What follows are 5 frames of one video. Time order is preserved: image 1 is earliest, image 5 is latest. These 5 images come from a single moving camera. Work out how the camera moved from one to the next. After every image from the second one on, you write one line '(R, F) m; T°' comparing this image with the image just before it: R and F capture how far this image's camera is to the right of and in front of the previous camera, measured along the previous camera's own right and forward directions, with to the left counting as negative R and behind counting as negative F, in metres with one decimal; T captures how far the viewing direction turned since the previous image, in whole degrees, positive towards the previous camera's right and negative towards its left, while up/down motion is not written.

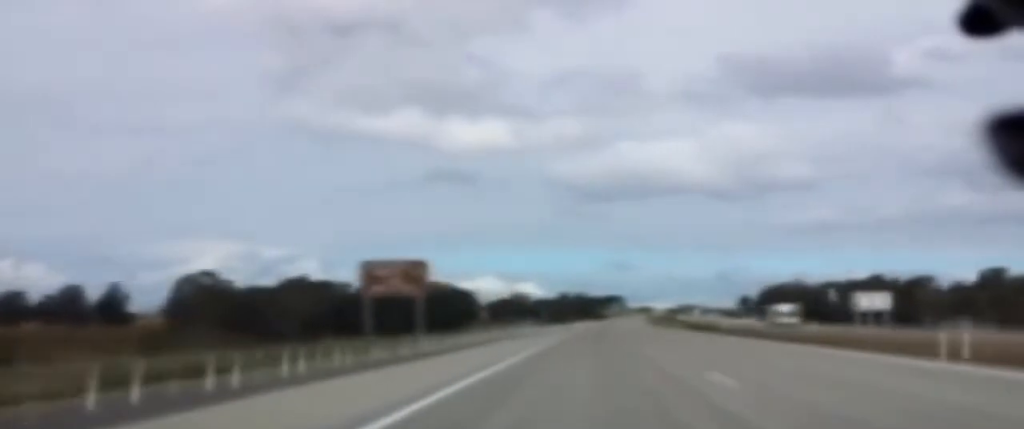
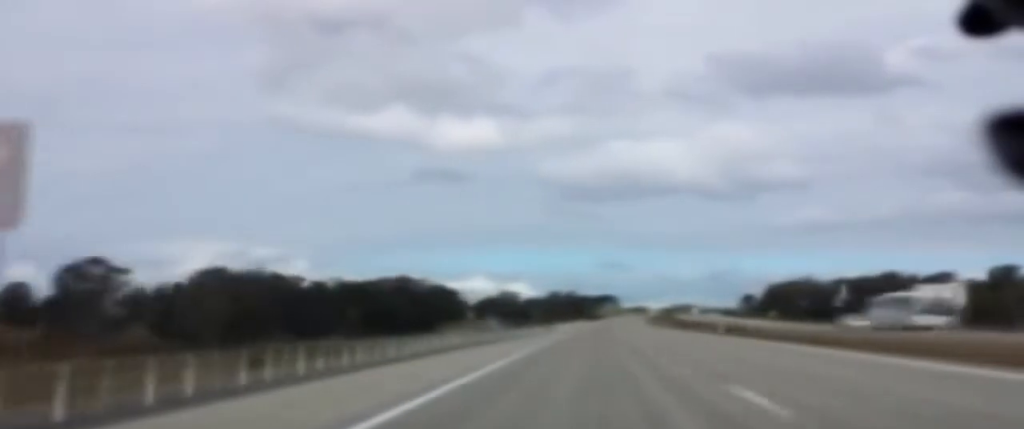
(+0.1, +28.3) m; +1°
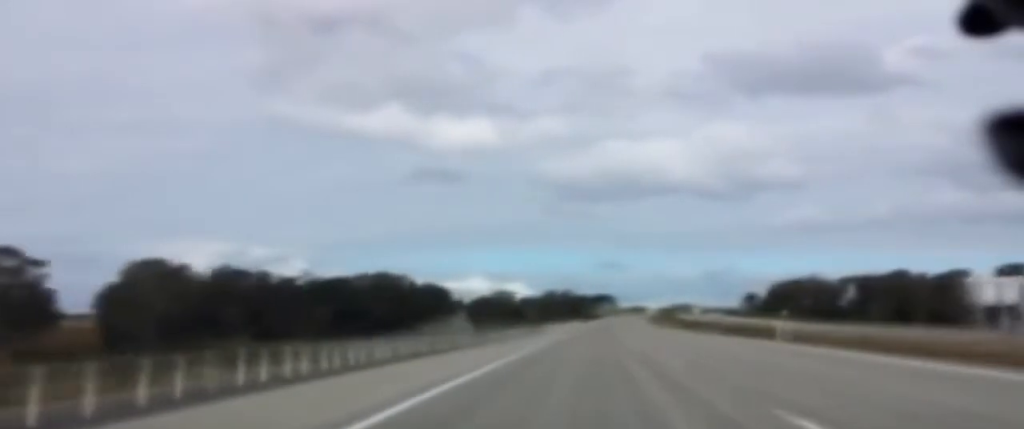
(0.0, +16.2) m; +1°
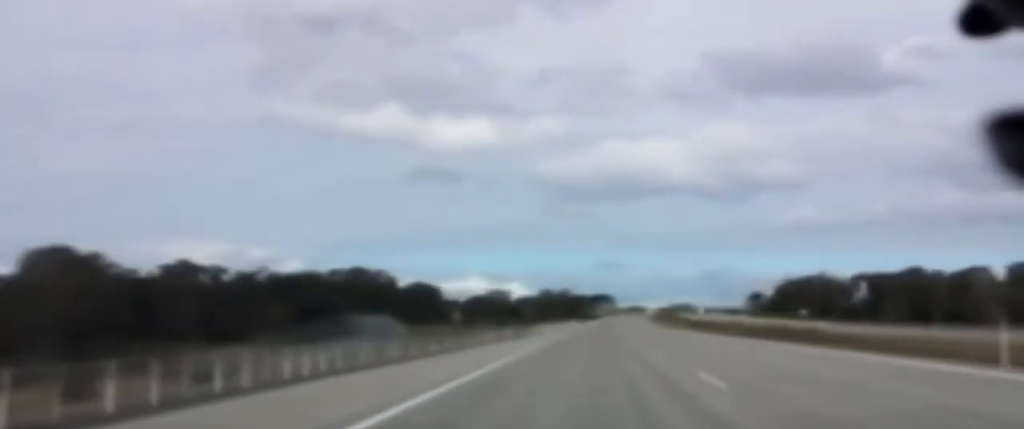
(+0.2, +18.1) m; +1°
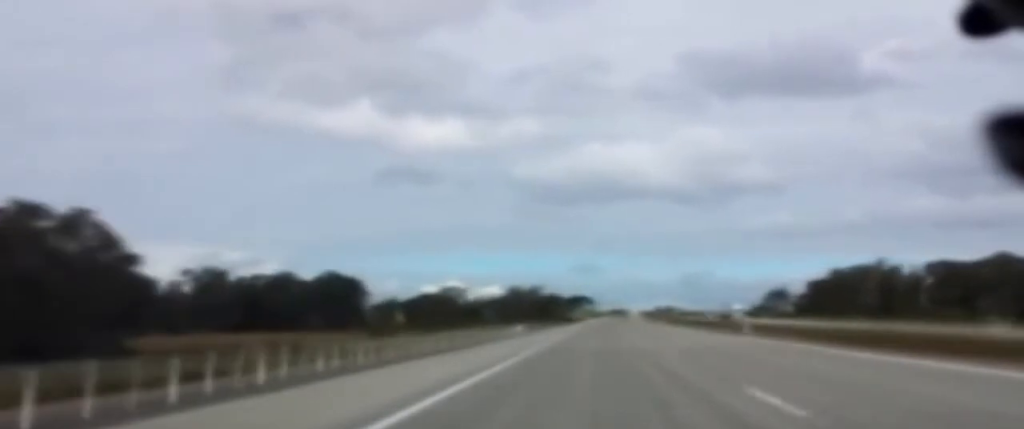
(+0.3, +91.6) m; +1°
